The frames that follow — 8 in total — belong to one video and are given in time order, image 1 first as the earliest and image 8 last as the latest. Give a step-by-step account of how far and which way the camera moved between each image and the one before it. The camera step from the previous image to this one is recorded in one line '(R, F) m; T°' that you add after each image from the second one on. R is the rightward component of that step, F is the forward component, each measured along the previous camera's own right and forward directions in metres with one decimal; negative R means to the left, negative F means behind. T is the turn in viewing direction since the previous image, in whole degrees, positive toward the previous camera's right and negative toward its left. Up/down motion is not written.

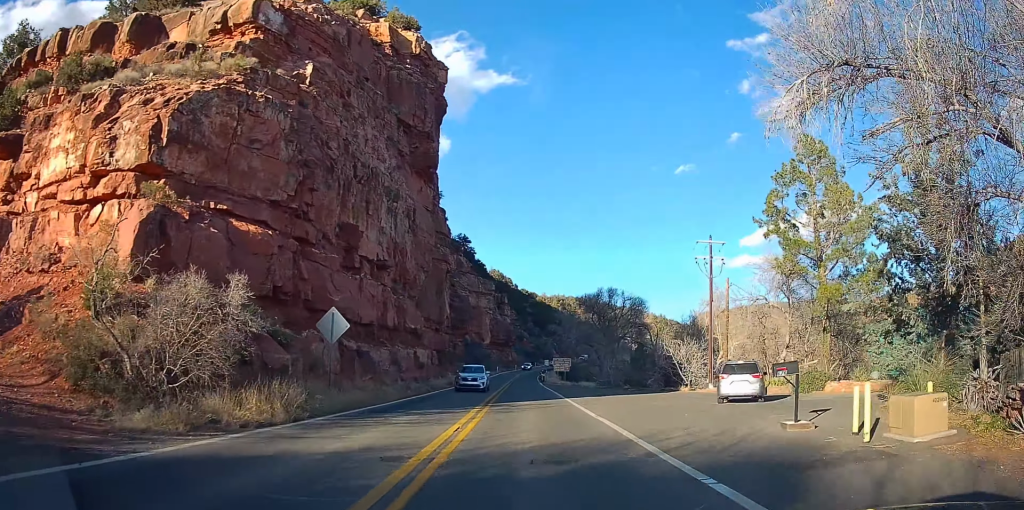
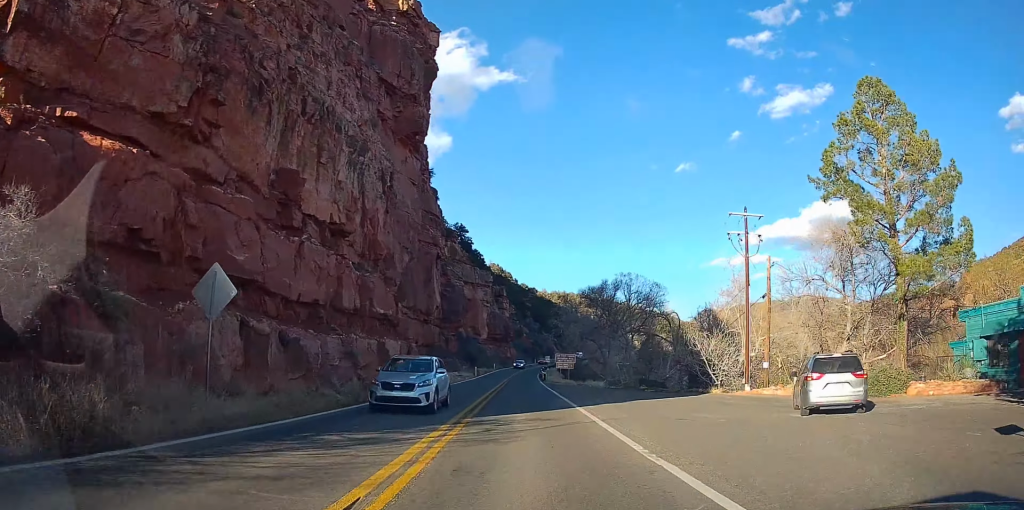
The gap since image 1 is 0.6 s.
(+0.2, +7.9) m; 0°
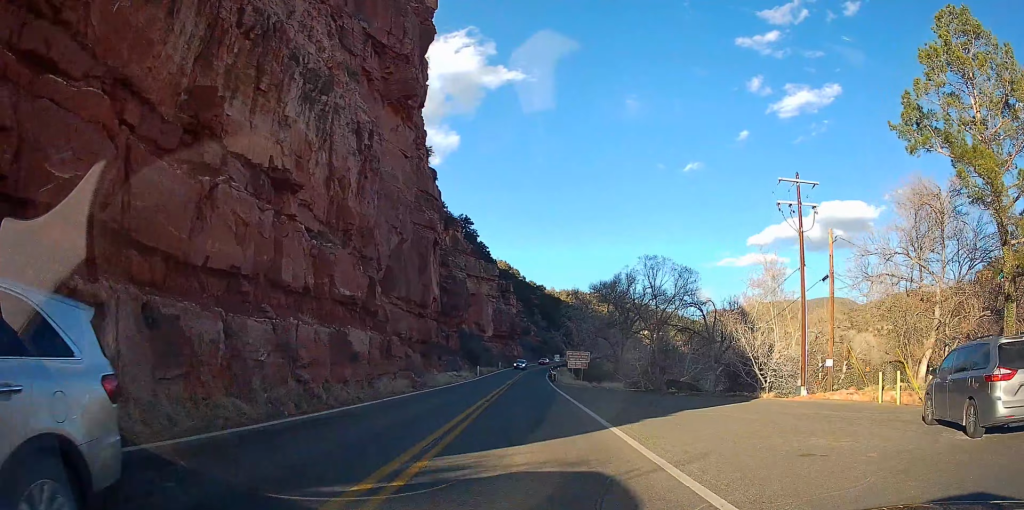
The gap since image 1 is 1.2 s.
(-0.1, +7.1) m; -1°
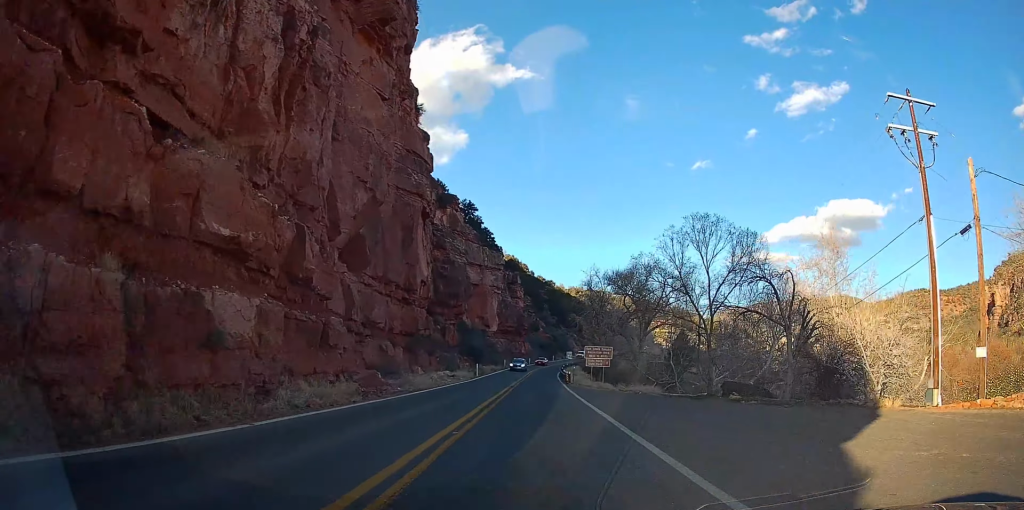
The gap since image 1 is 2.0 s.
(-0.2, +10.6) m; -1°
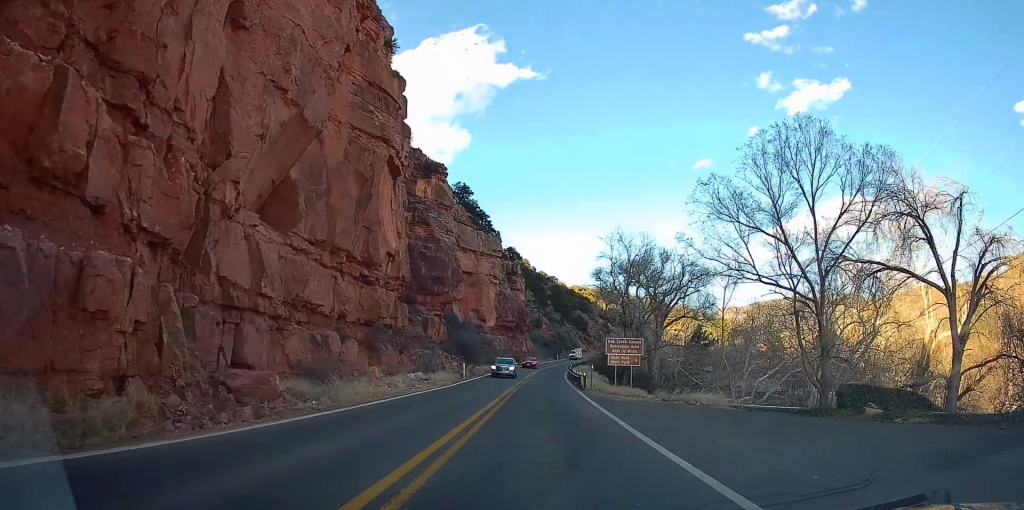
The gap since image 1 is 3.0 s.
(0.0, +12.0) m; 0°
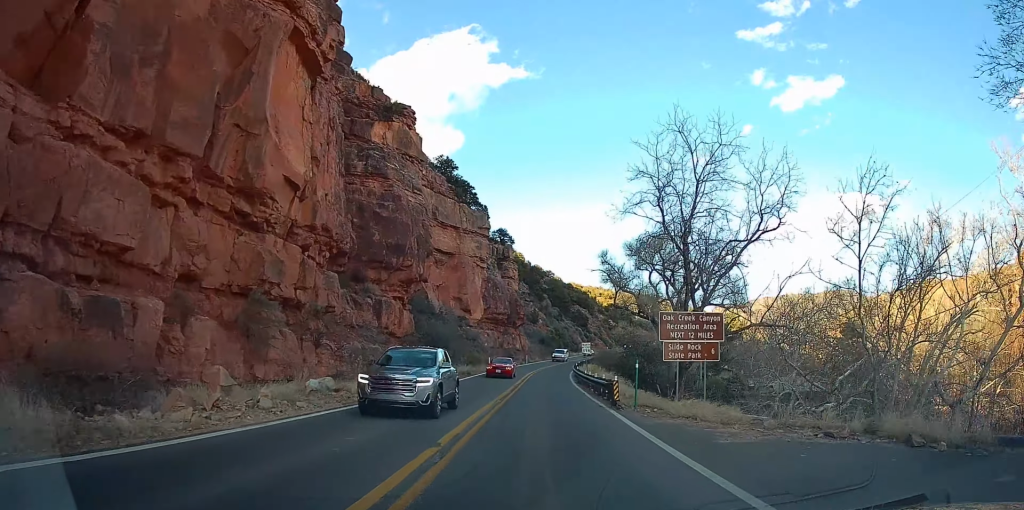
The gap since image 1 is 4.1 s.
(-0.1, +15.4) m; 0°
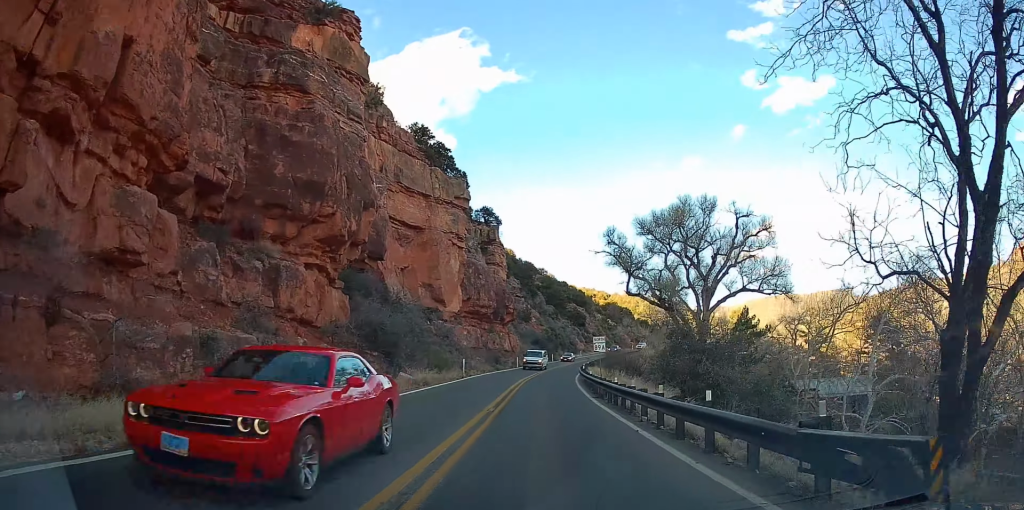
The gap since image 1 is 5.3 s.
(+0.1, +15.7) m; +1°
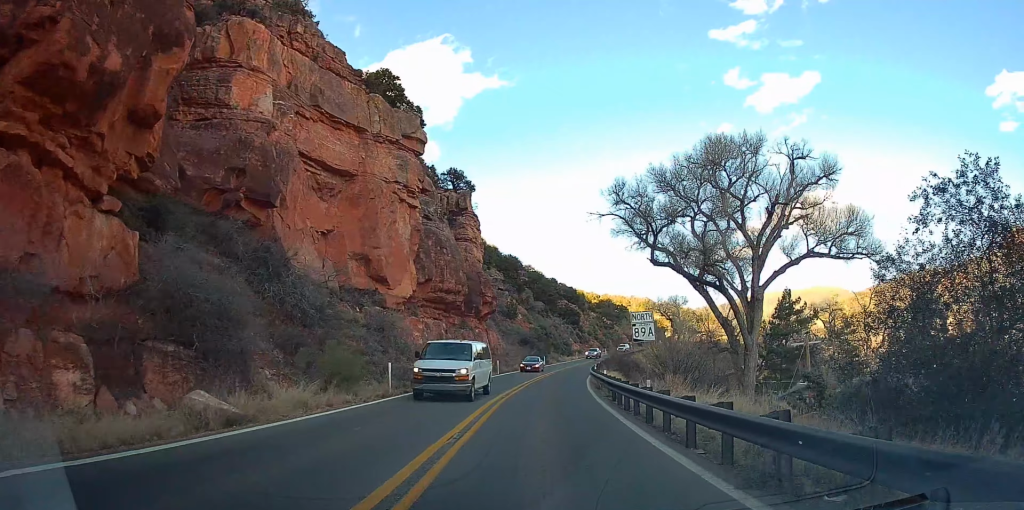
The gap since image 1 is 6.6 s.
(-0.1, +18.5) m; +1°
